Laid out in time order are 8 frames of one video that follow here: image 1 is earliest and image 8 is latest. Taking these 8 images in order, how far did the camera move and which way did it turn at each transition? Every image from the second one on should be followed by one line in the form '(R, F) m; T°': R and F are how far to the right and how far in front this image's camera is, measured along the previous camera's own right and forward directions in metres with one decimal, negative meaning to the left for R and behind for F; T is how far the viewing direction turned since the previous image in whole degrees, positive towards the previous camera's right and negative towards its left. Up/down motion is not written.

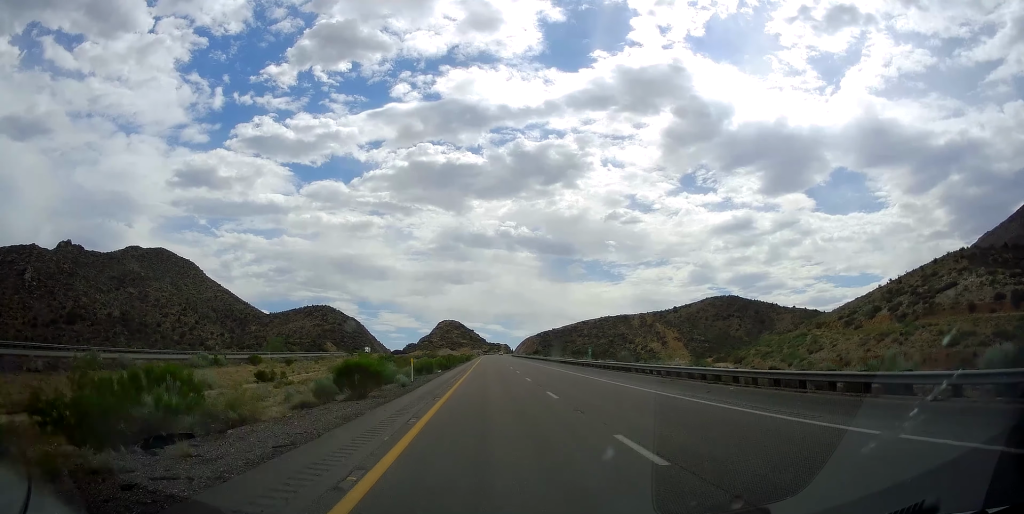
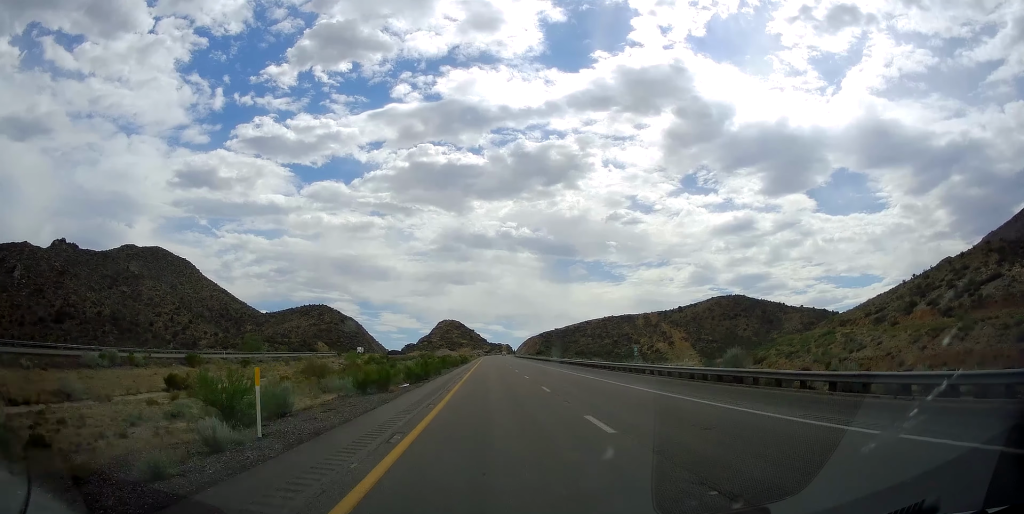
(-0.2, +20.8) m; +1°
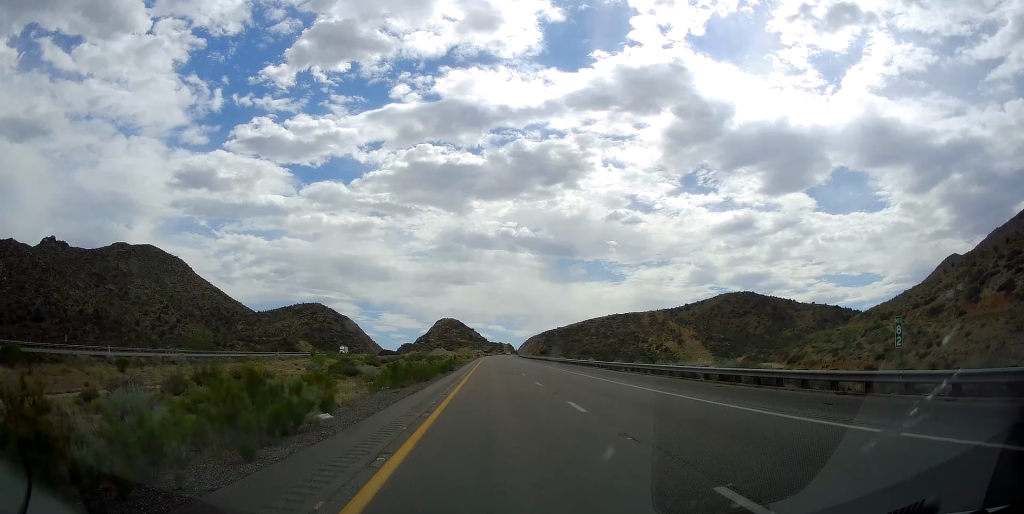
(+0.5, +32.4) m; 0°
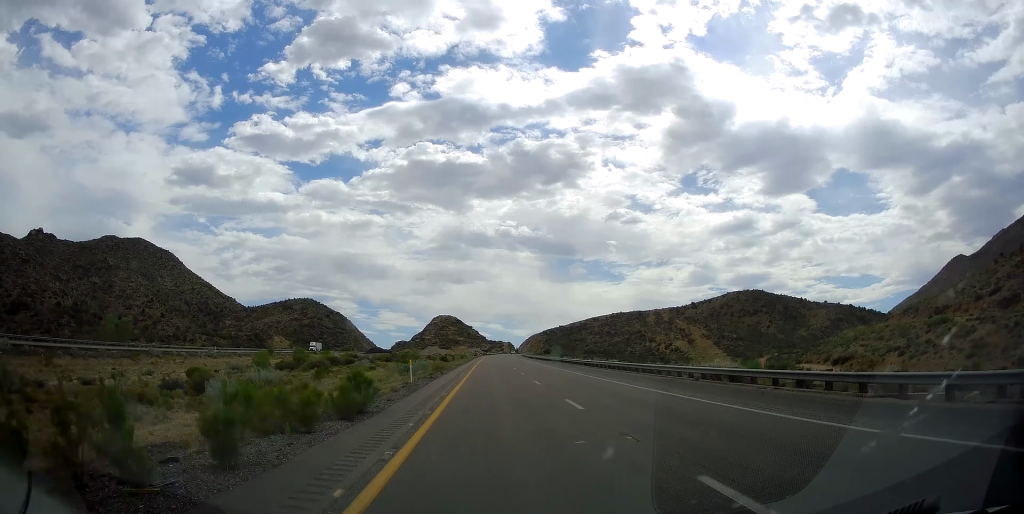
(-0.2, +35.9) m; 0°
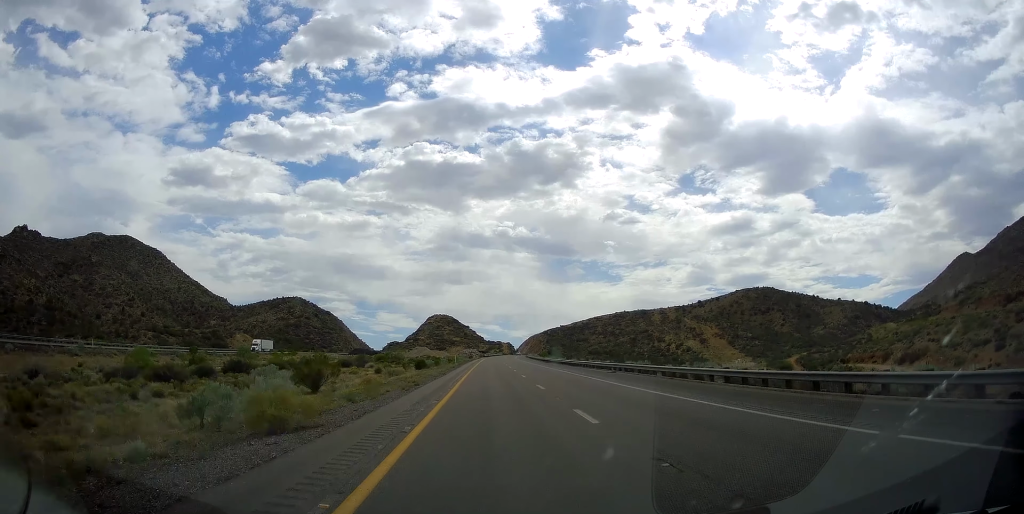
(+0.2, +39.4) m; +1°
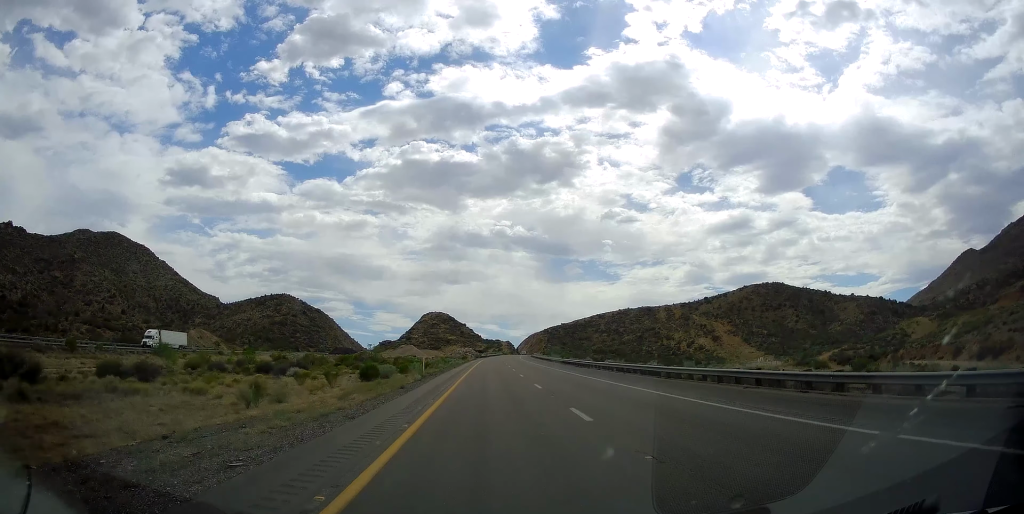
(+0.1, +36.0) m; -1°
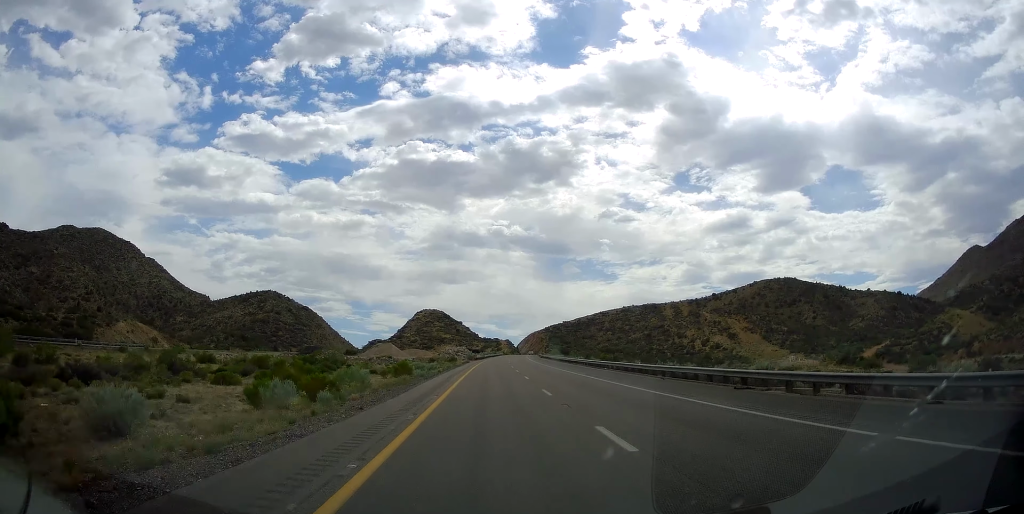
(-0.6, +40.6) m; 0°
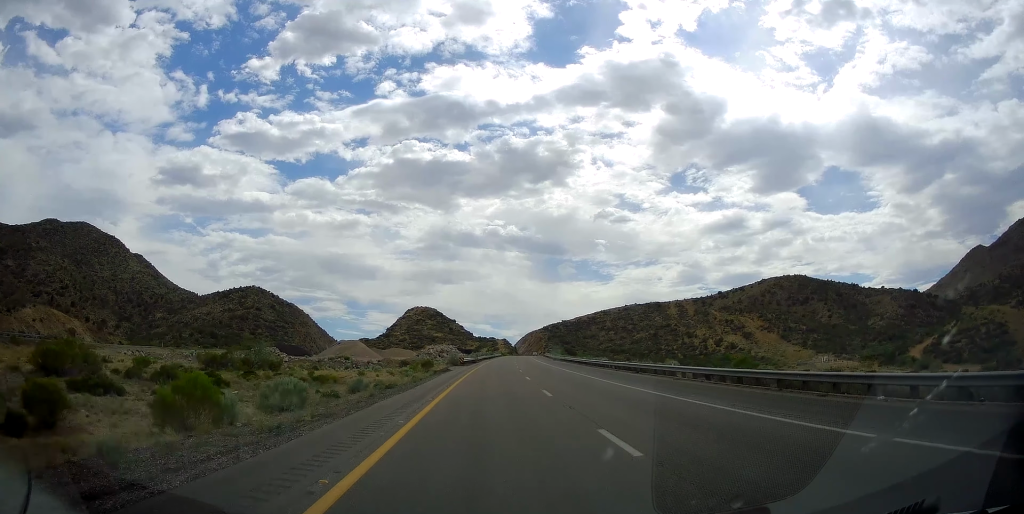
(+1.0, +37.1) m; 0°
